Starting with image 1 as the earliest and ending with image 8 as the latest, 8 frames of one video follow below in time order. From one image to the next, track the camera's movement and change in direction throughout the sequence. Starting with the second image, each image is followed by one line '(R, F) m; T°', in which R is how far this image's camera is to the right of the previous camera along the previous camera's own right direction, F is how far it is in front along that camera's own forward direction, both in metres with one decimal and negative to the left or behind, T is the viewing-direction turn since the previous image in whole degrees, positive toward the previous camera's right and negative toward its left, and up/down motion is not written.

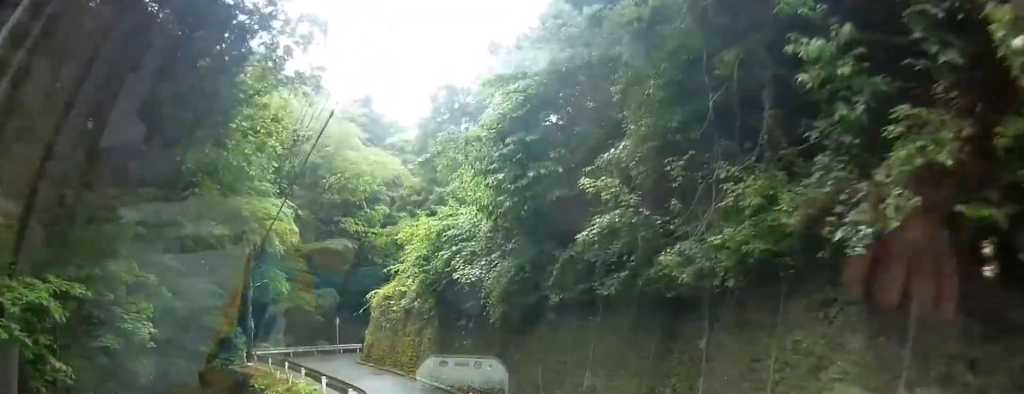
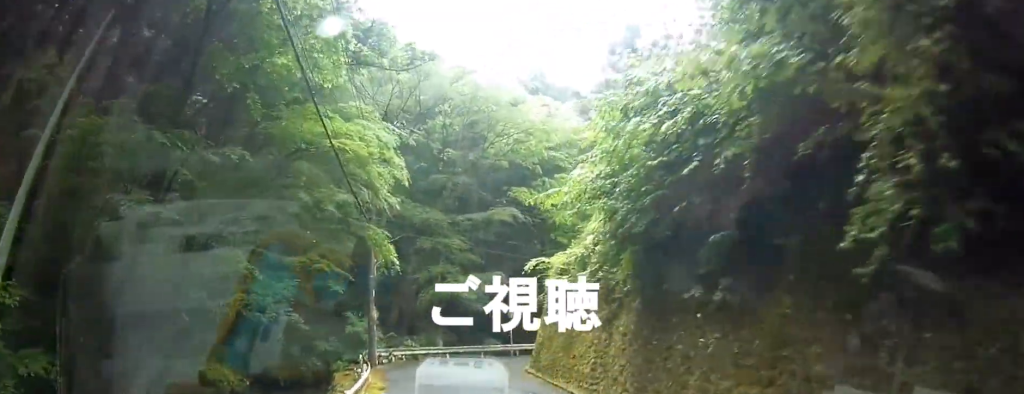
(0.0, +9.1) m; -7°
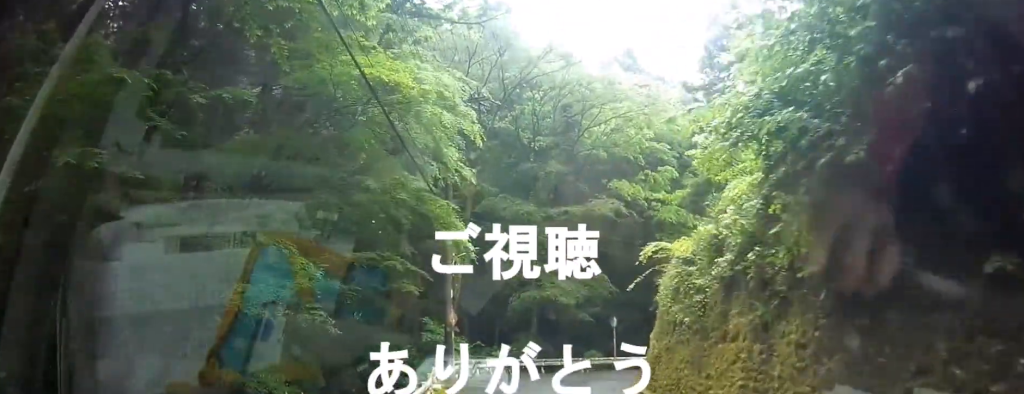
(-0.3, +2.8) m; -9°
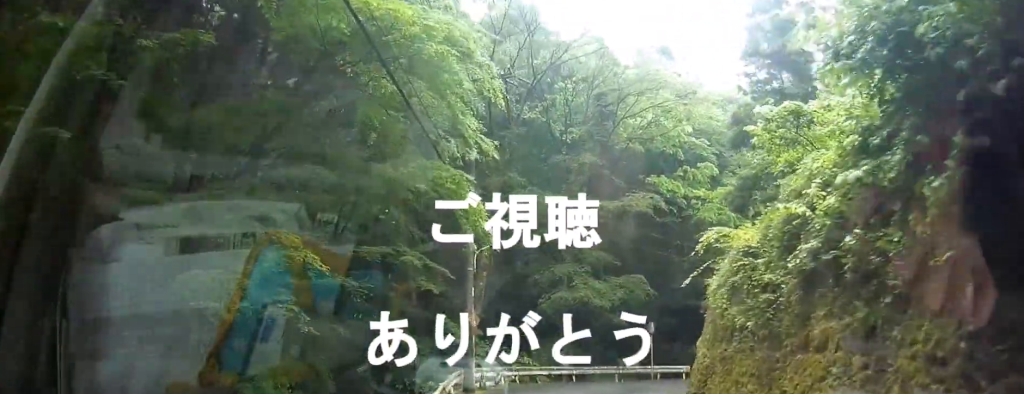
(-0.3, +1.1) m; -5°
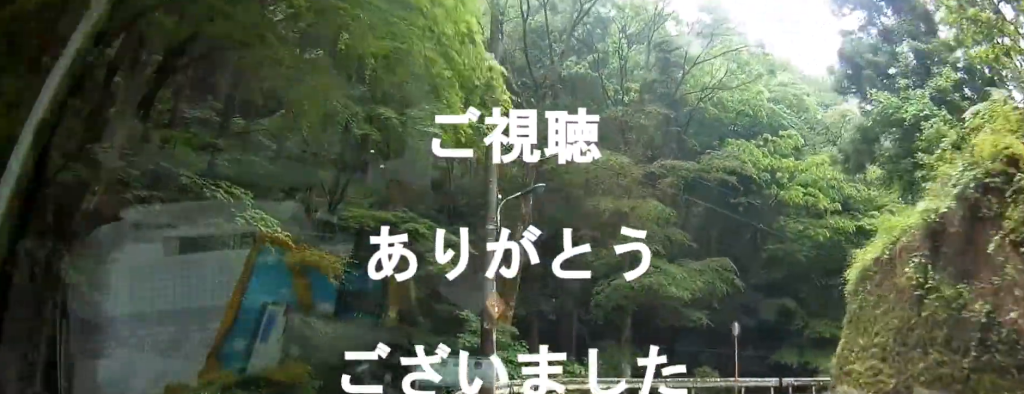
(+0.2, +5.6) m; +3°
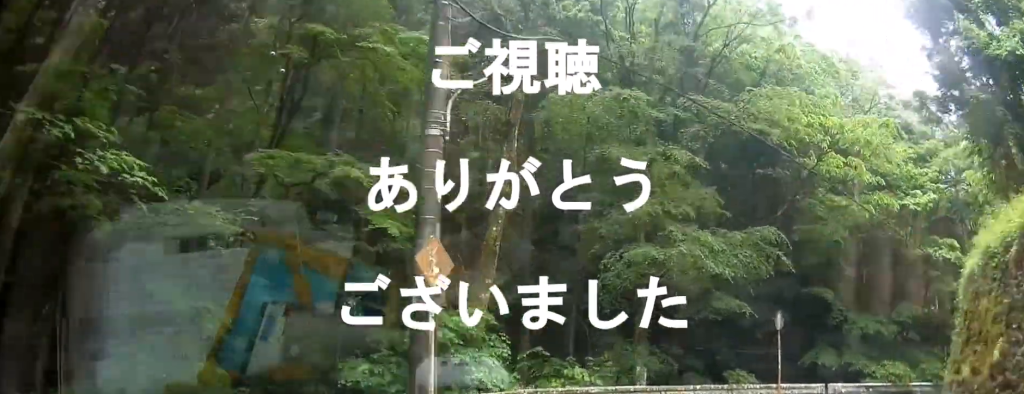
(0.0, +6.8) m; -2°
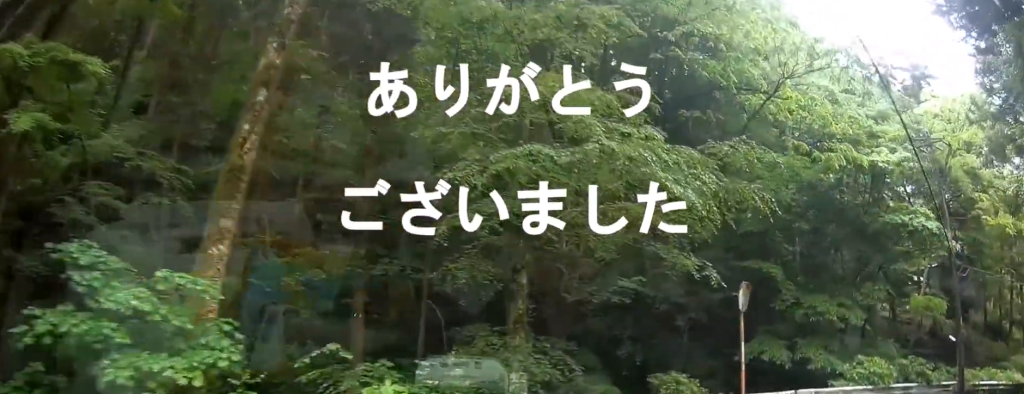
(-0.5, +9.3) m; -2°
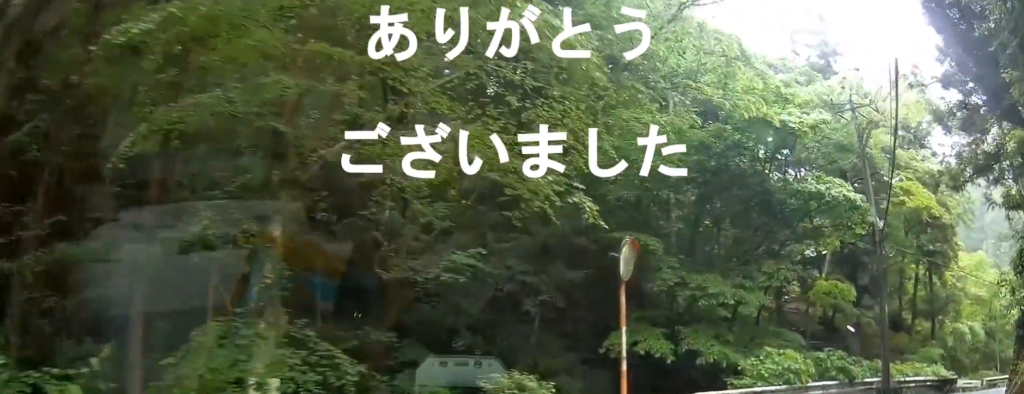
(-0.1, +5.1) m; +6°
